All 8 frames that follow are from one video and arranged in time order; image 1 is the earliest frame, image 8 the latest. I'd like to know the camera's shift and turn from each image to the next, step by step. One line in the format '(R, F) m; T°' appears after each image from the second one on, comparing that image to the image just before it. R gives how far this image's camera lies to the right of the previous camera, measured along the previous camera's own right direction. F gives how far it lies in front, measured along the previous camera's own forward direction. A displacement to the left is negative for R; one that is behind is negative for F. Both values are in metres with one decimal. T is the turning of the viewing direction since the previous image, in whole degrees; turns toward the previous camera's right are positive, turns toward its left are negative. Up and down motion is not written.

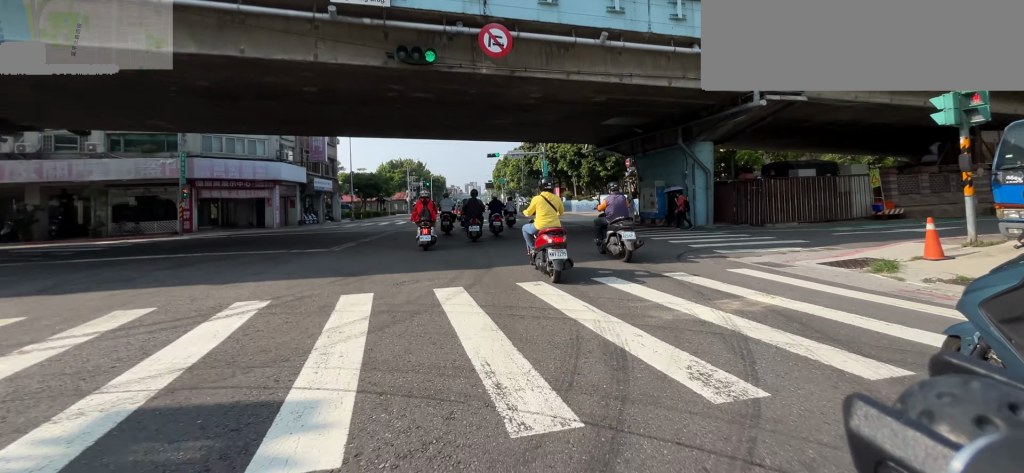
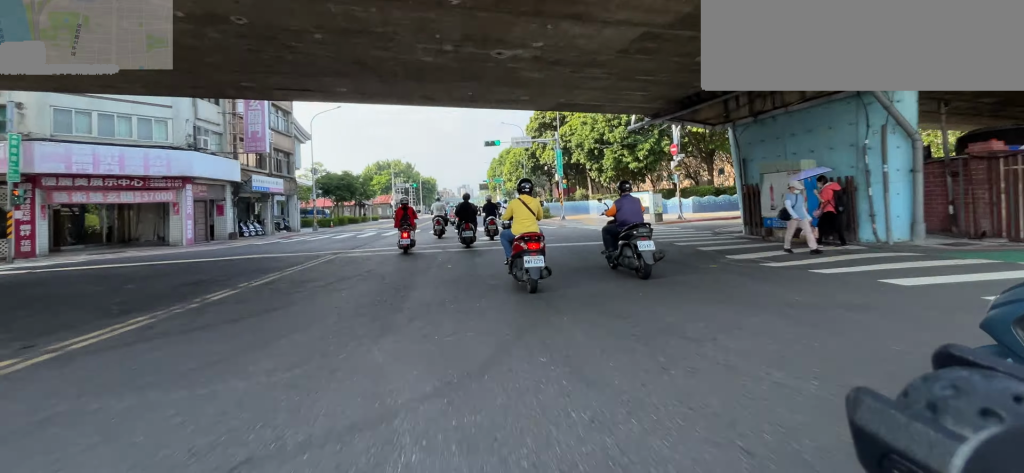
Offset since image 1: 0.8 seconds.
(0.0, +7.2) m; 0°
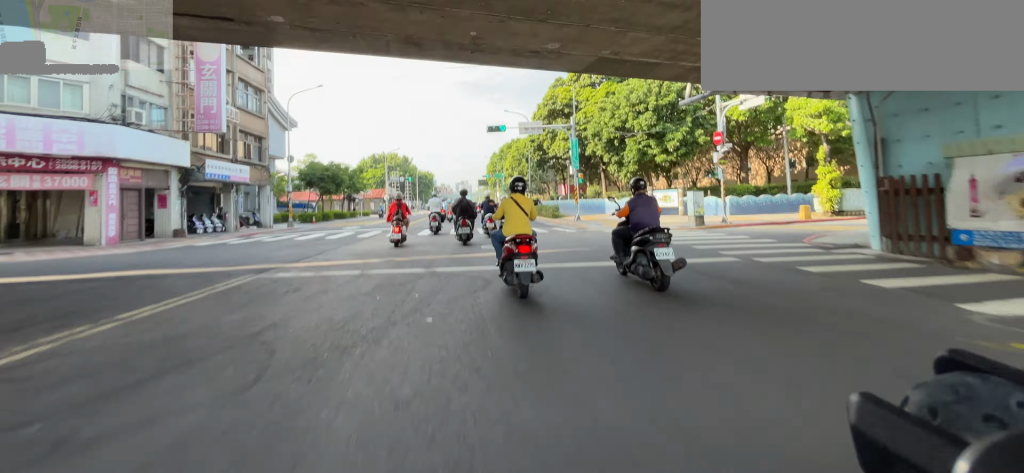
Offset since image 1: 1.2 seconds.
(0.0, +3.3) m; 0°
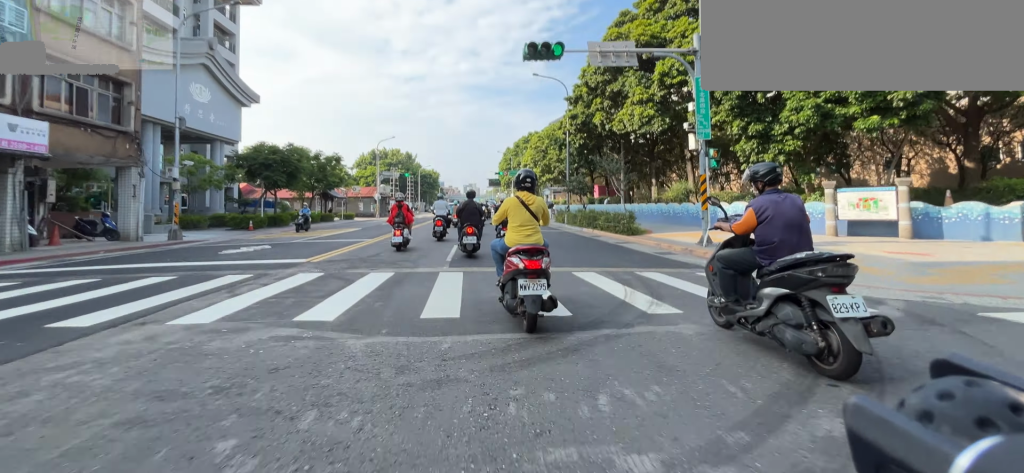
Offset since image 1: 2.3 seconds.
(0.0, +8.5) m; 0°
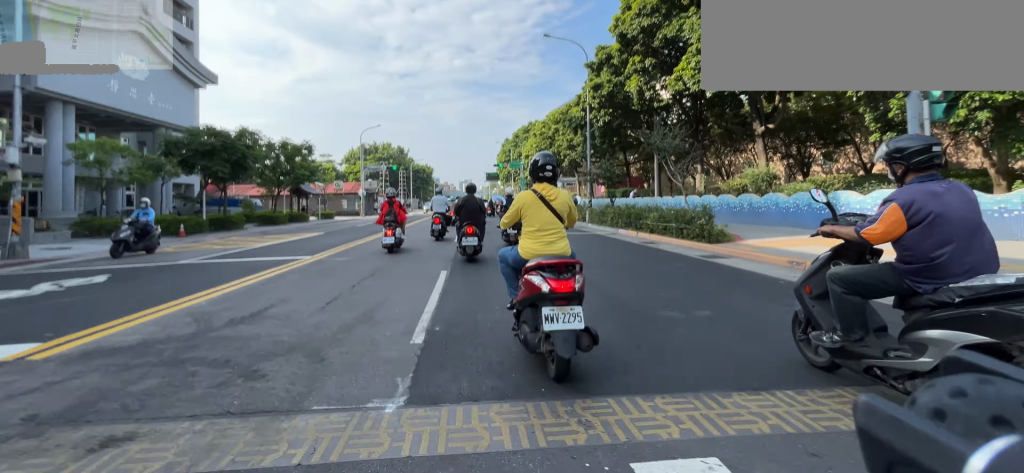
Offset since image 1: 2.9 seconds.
(0.0, +3.5) m; 0°
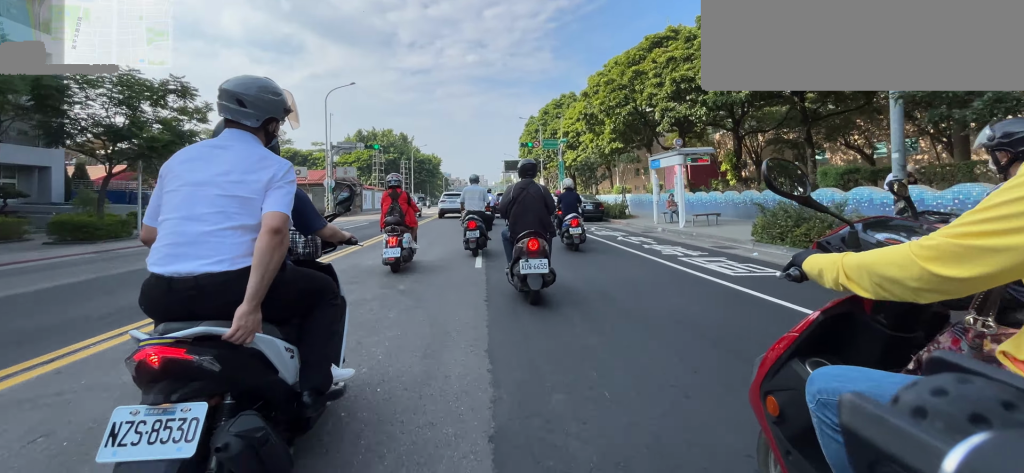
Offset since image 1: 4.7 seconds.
(0.0, +11.4) m; 0°
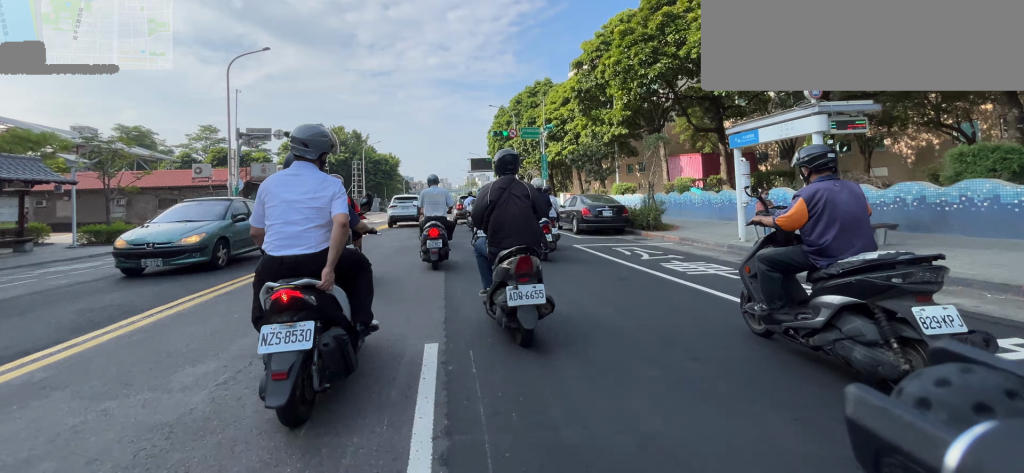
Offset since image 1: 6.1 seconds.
(0.0, +7.9) m; 0°
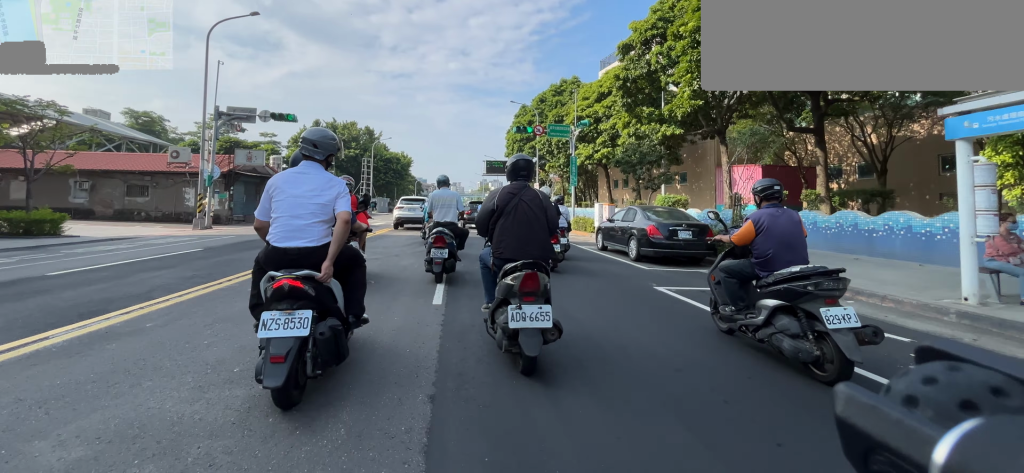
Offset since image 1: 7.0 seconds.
(0.0, +5.1) m; 0°
